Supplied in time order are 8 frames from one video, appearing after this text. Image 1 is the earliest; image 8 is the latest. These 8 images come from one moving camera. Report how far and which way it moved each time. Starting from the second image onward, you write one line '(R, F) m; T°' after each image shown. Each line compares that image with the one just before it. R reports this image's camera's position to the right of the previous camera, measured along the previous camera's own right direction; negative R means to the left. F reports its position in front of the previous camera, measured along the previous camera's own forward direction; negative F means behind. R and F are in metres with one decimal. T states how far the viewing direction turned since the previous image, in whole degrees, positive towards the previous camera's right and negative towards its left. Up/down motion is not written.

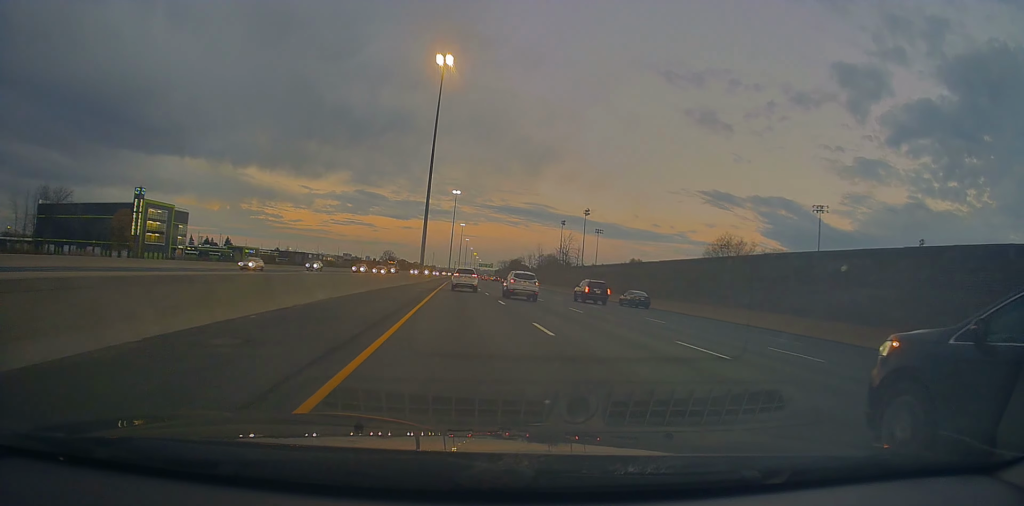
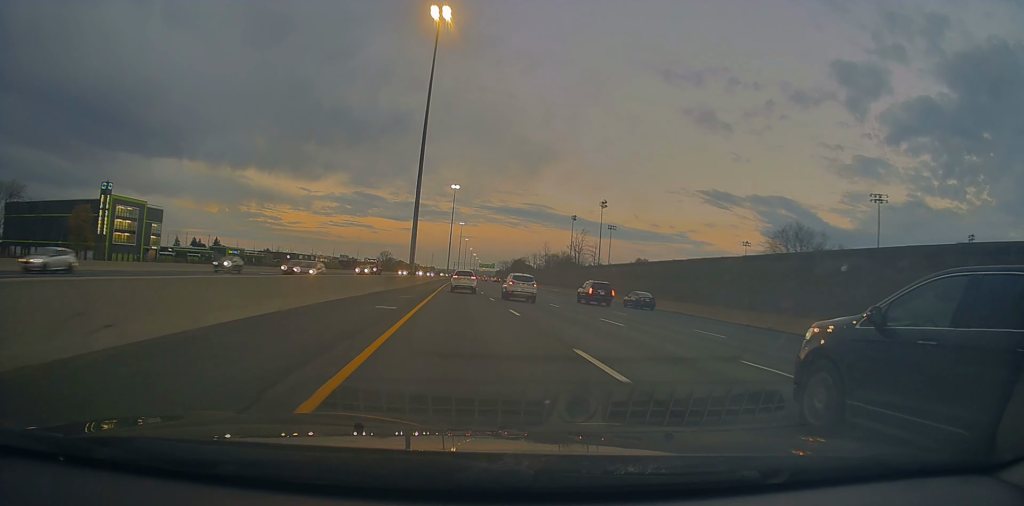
(0.0, +18.5) m; 0°
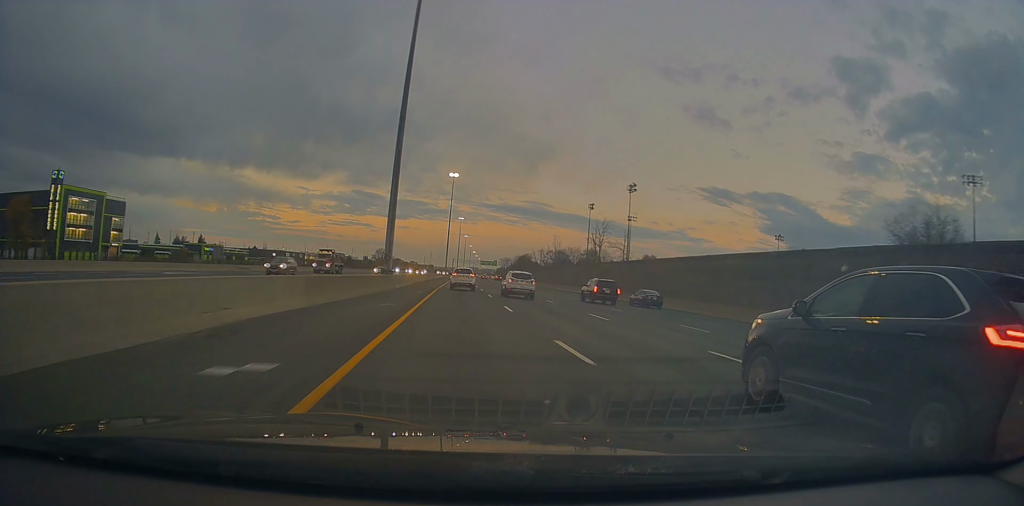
(0.0, +23.0) m; +1°
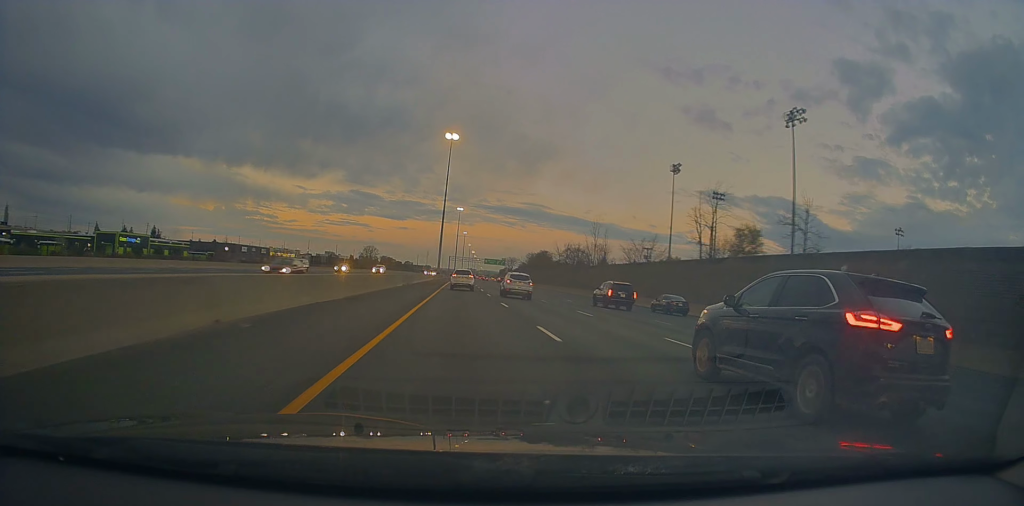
(+0.8, +58.3) m; +1°
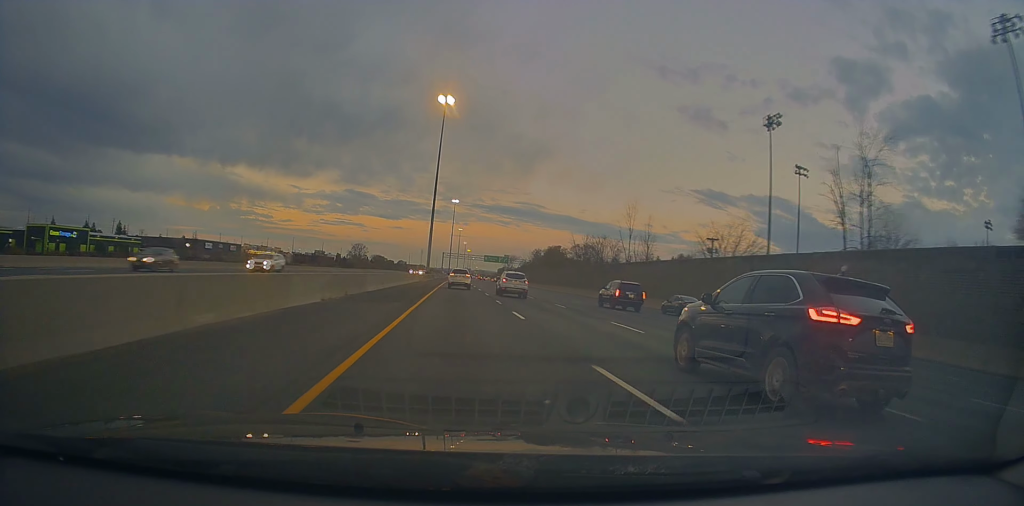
(-0.1, +31.1) m; 0°
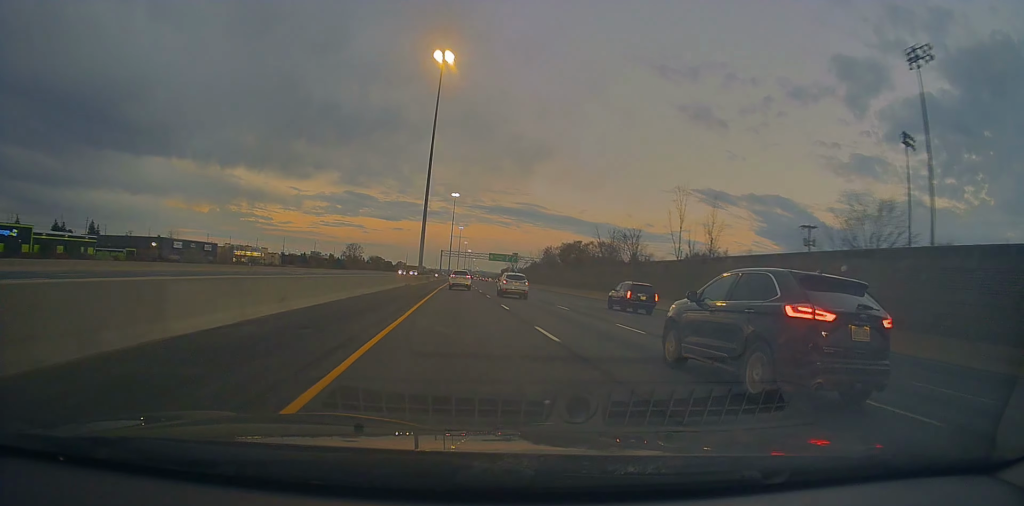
(0.0, +24.6) m; 0°
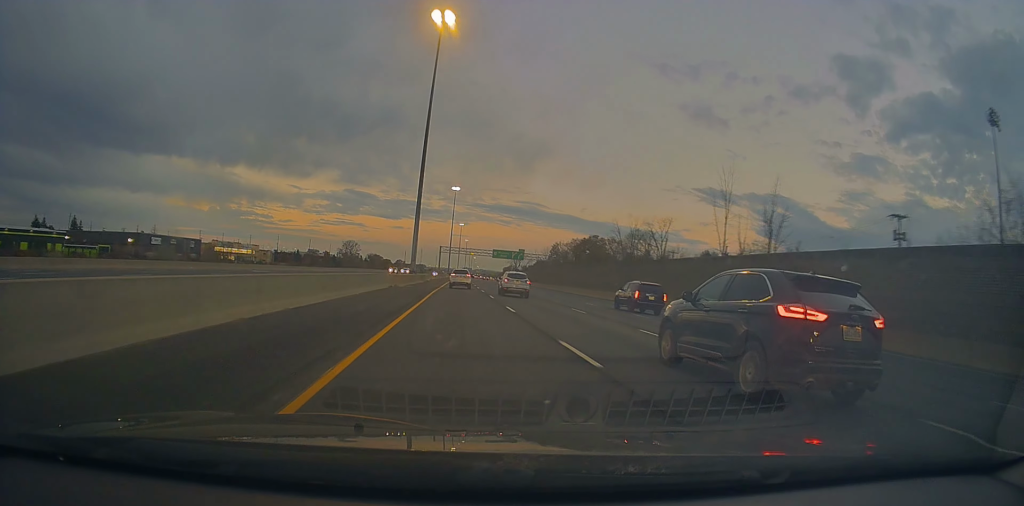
(-0.1, +14.6) m; 0°
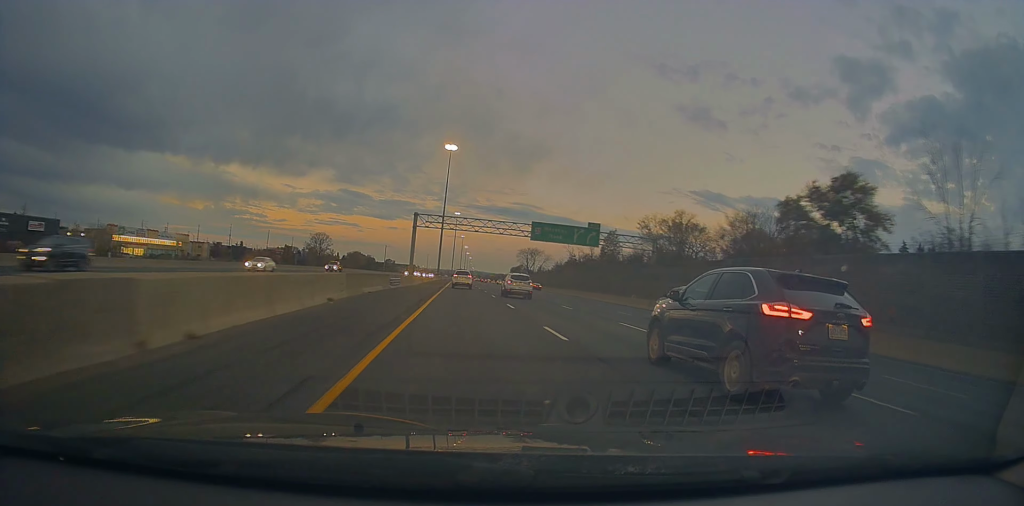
(-0.3, +77.8) m; 0°
